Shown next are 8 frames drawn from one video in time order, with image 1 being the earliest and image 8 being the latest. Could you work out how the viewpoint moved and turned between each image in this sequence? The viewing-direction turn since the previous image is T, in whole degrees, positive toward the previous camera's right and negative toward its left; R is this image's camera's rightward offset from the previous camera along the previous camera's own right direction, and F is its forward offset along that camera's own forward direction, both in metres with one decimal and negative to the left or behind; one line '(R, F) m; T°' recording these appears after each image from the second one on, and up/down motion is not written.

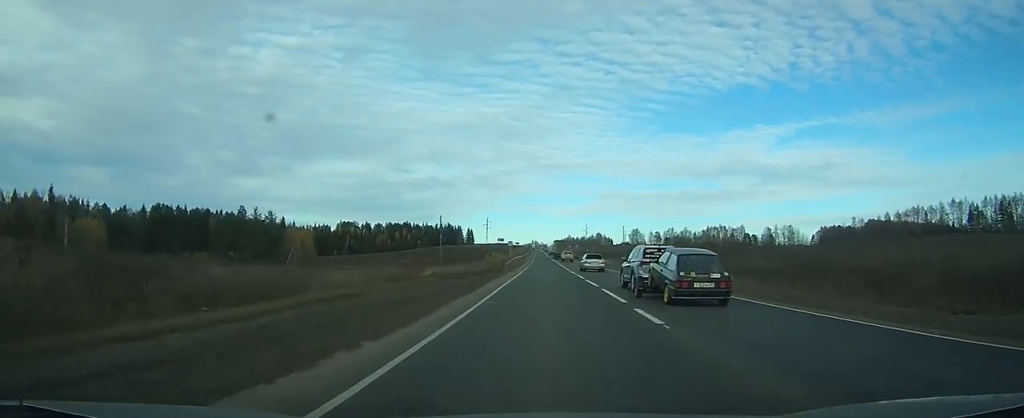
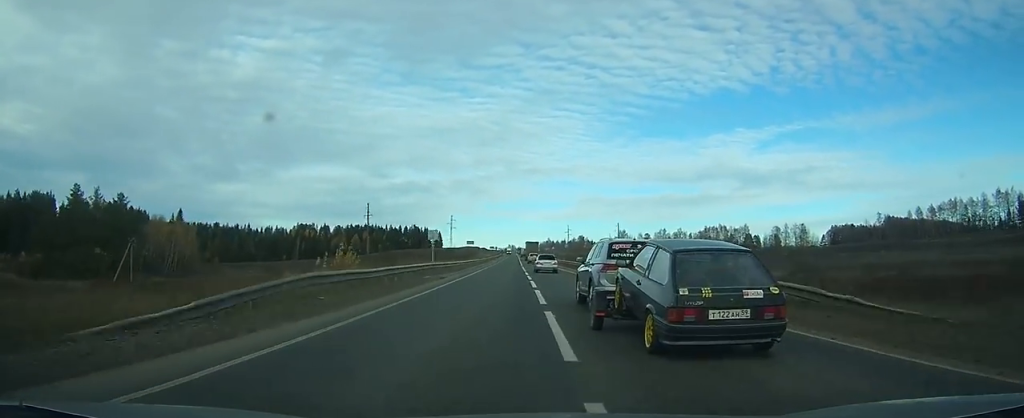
(-0.2, +67.5) m; +1°
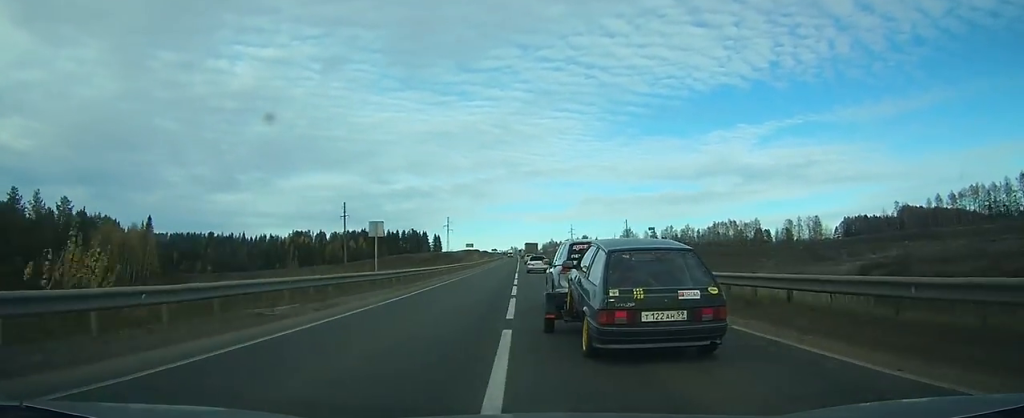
(+0.1, +20.5) m; 0°
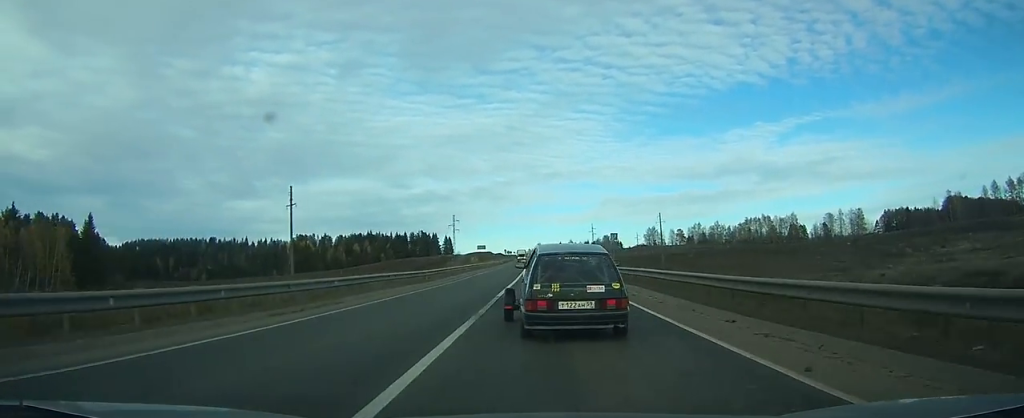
(+0.2, +39.1) m; 0°
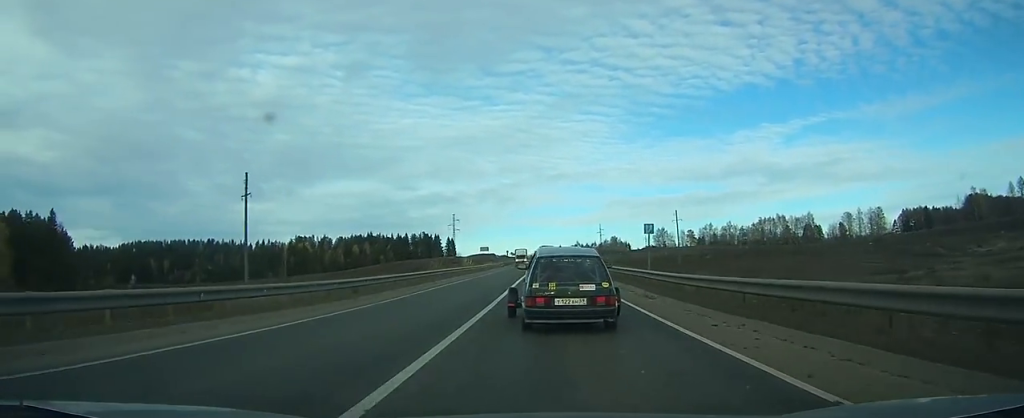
(+0.1, +17.5) m; 0°
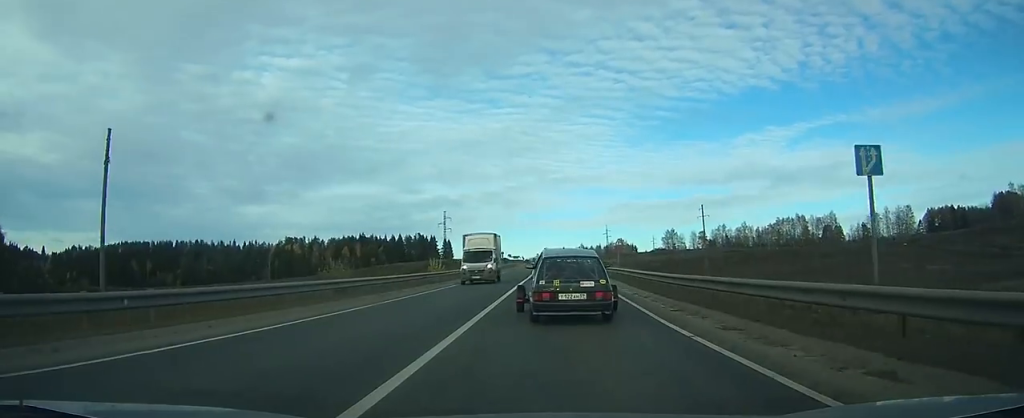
(-0.2, +28.5) m; -1°
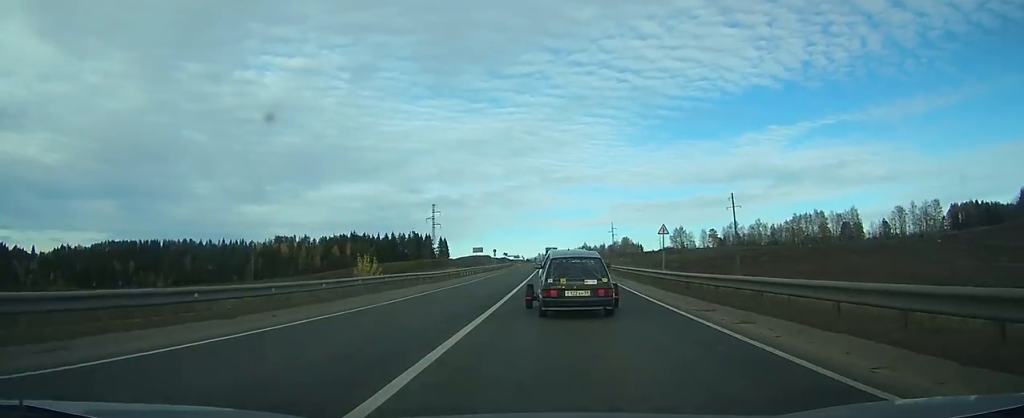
(-0.2, +24.8) m; -1°
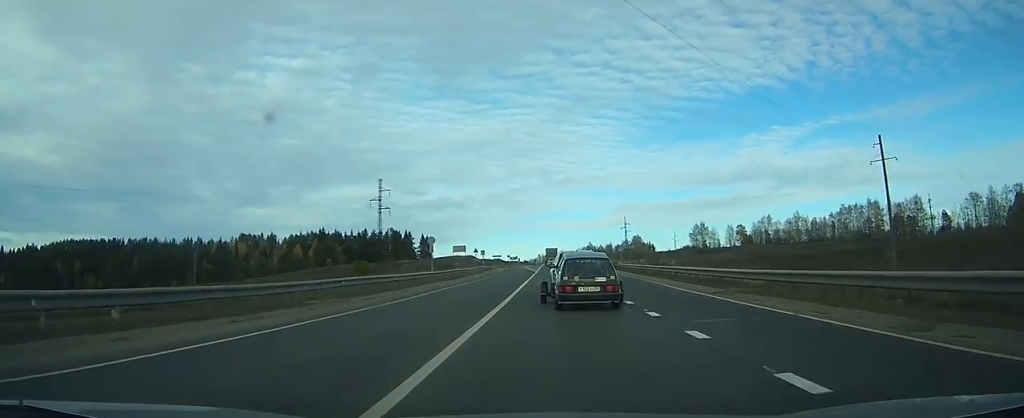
(-0.6, +61.0) m; -1°
